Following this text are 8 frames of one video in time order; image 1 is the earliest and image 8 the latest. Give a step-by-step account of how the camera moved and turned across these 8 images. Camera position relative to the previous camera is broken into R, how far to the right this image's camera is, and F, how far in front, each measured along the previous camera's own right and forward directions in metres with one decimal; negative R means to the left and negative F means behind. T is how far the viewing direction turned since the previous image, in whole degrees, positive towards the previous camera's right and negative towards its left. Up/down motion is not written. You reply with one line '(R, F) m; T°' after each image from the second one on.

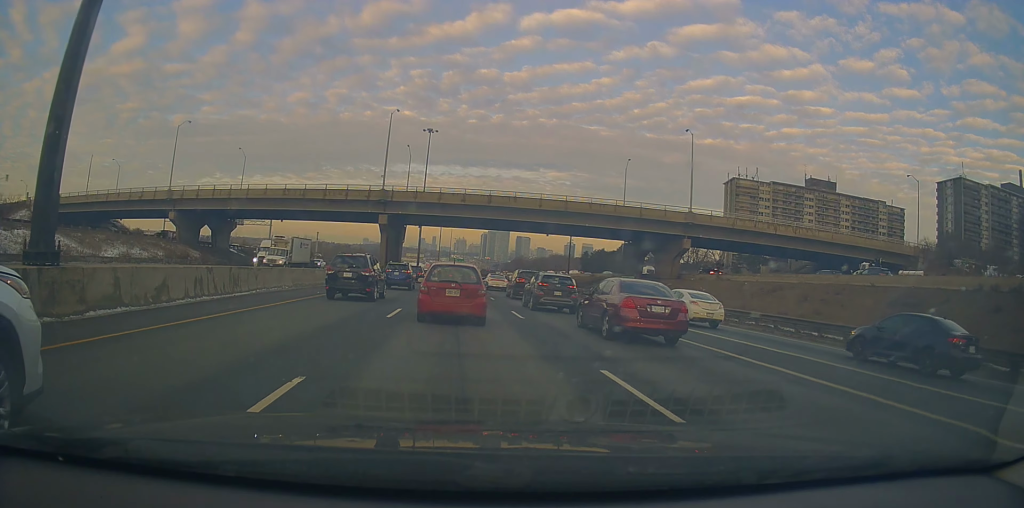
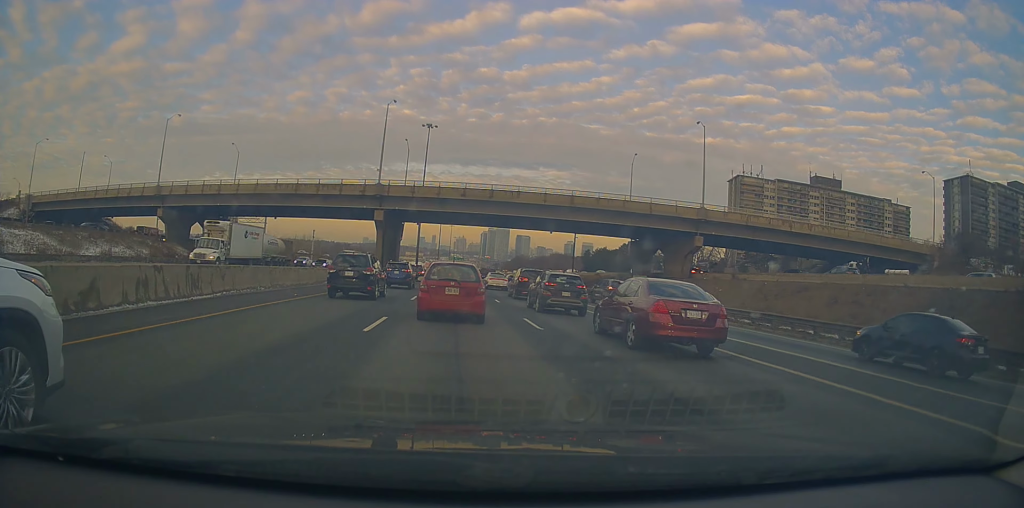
(-0.3, +3.5) m; 0°
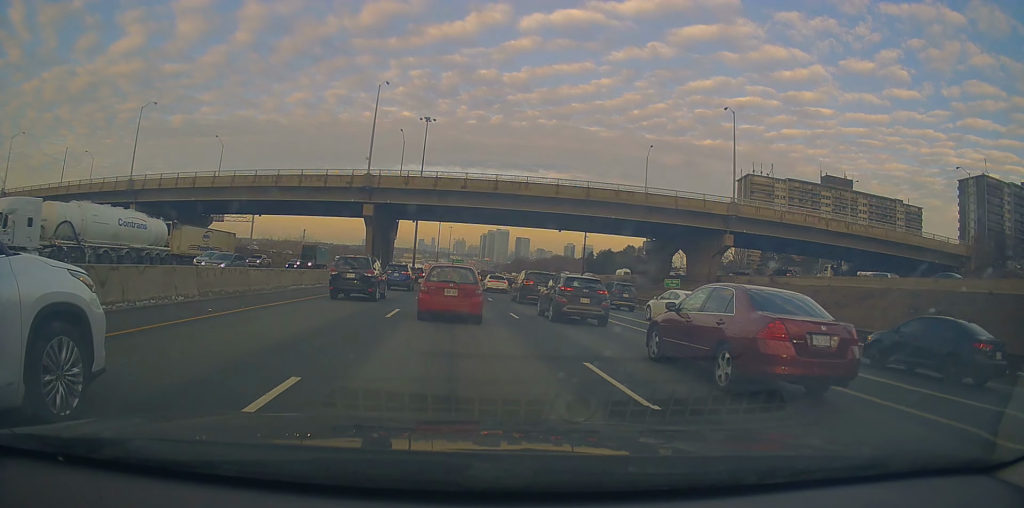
(+0.3, +7.7) m; 0°
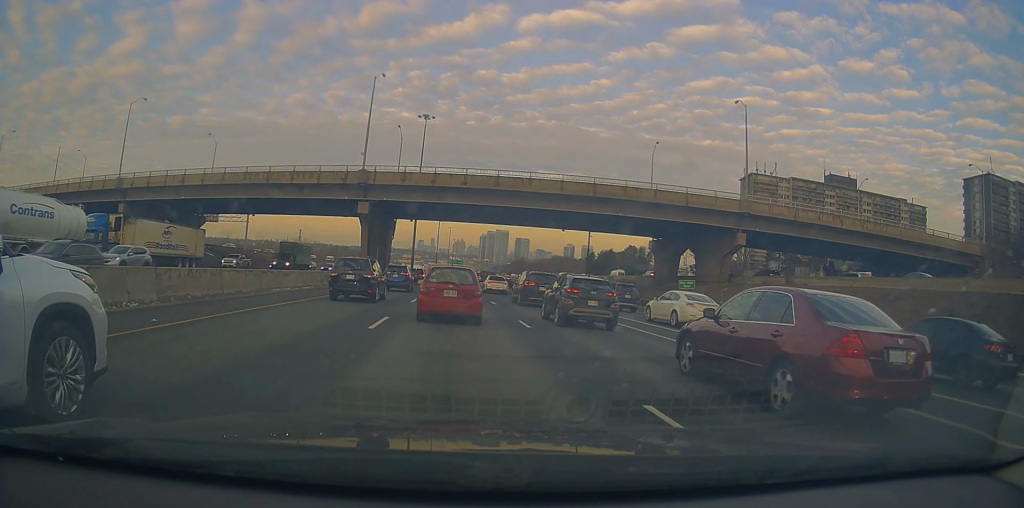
(-0.3, +2.7) m; 0°
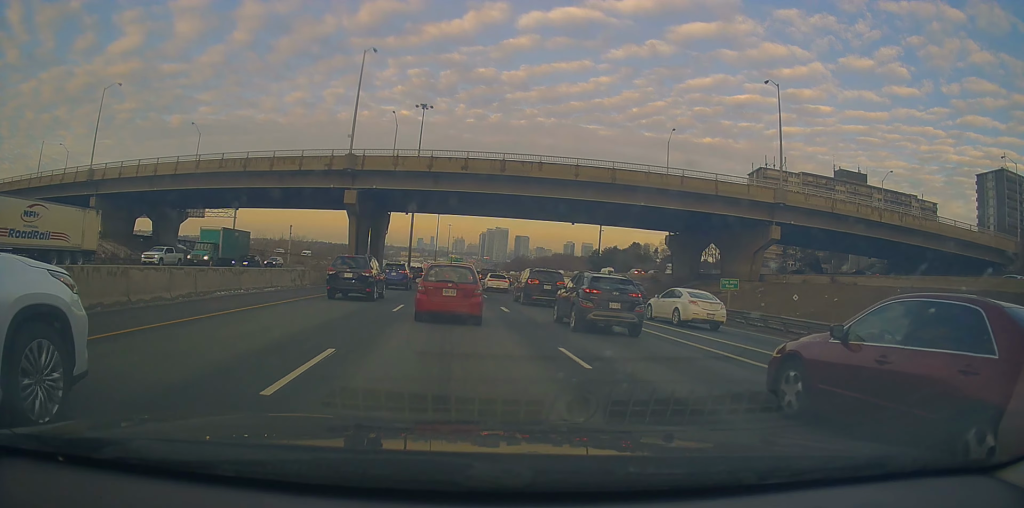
(+0.1, +6.3) m; +1°
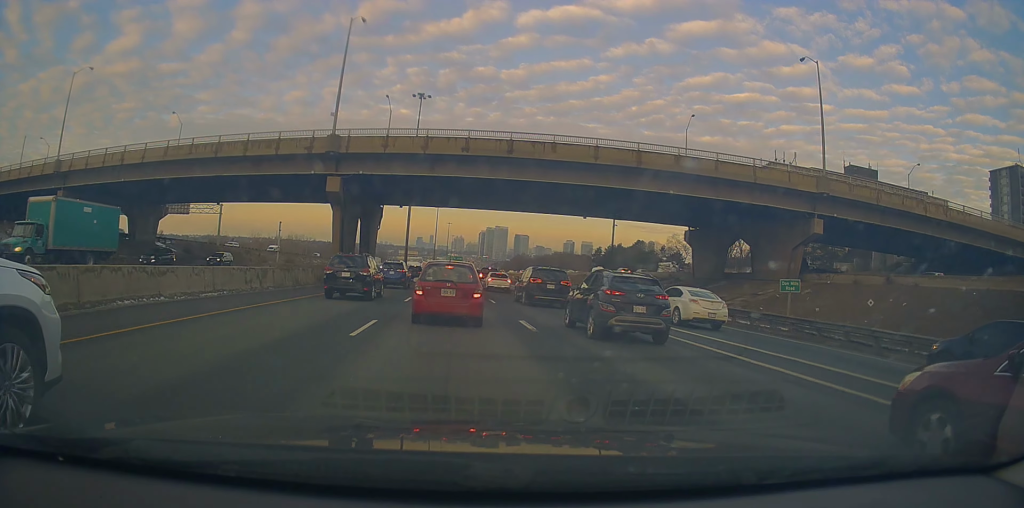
(-0.1, +6.8) m; 0°
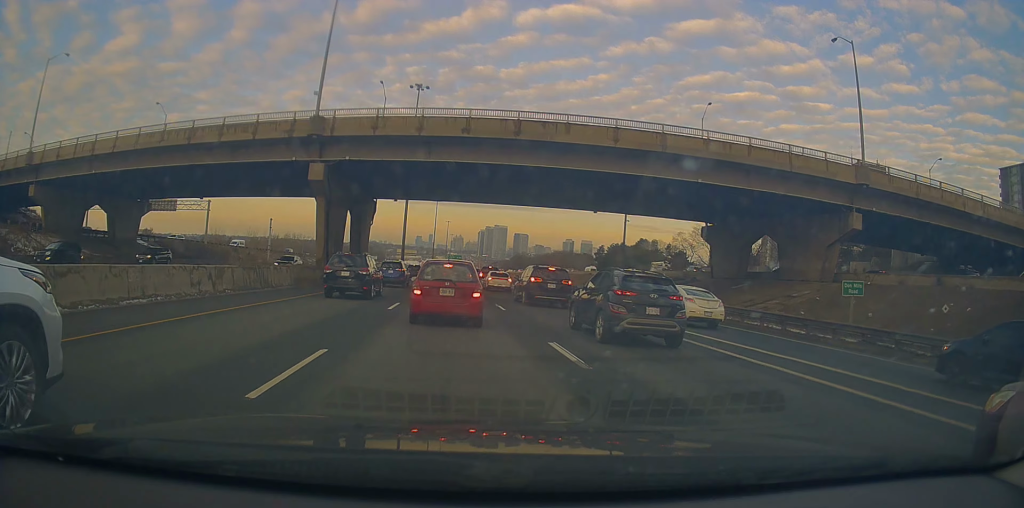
(0.0, +5.4) m; 0°
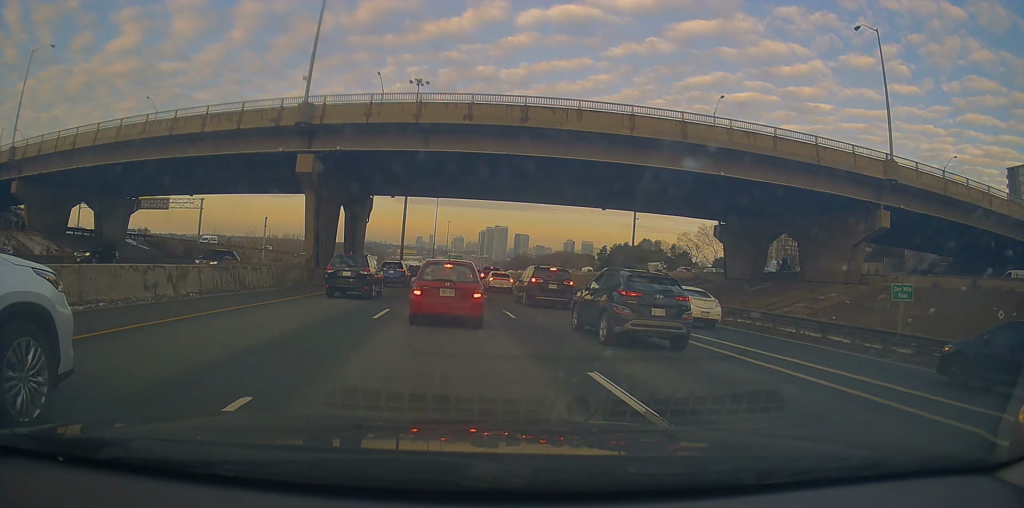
(+0.2, +3.4) m; 0°
